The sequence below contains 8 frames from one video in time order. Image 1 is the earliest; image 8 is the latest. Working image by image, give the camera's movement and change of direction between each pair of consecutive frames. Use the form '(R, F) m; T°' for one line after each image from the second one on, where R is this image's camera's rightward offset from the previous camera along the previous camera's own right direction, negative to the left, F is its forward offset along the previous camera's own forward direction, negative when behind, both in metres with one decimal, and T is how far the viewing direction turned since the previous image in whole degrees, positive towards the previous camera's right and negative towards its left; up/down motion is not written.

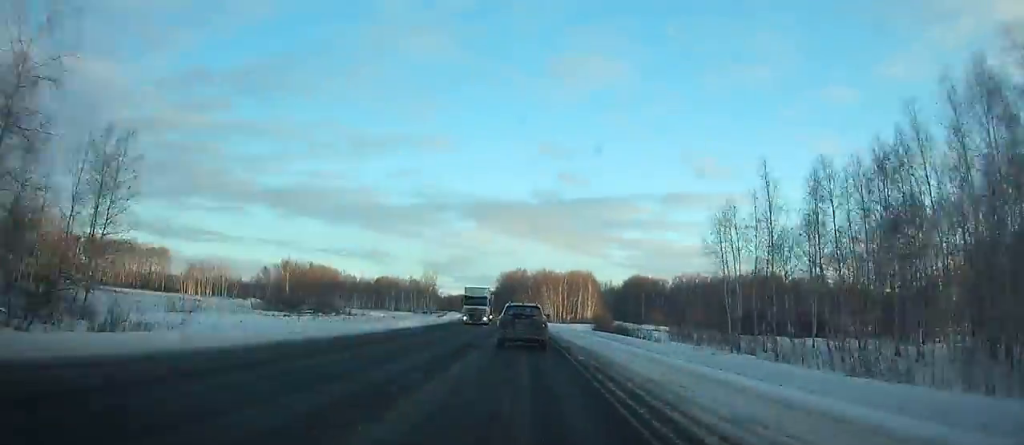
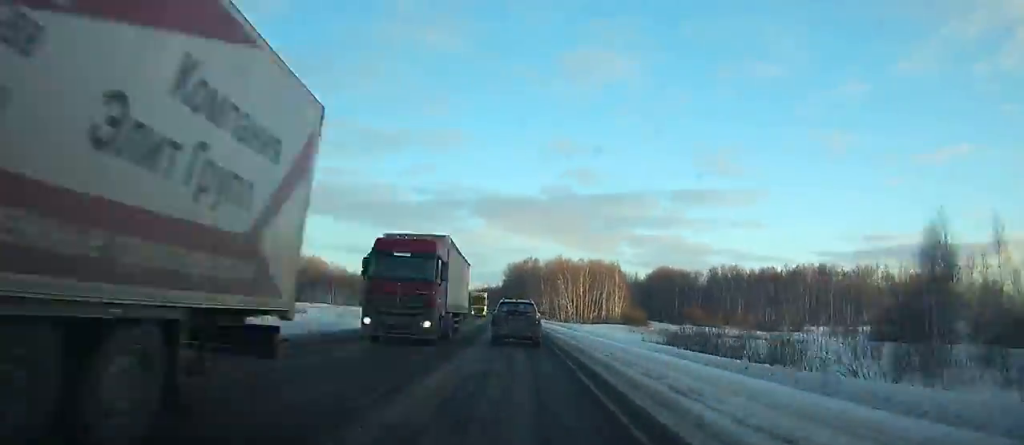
(-0.3, +38.0) m; -1°
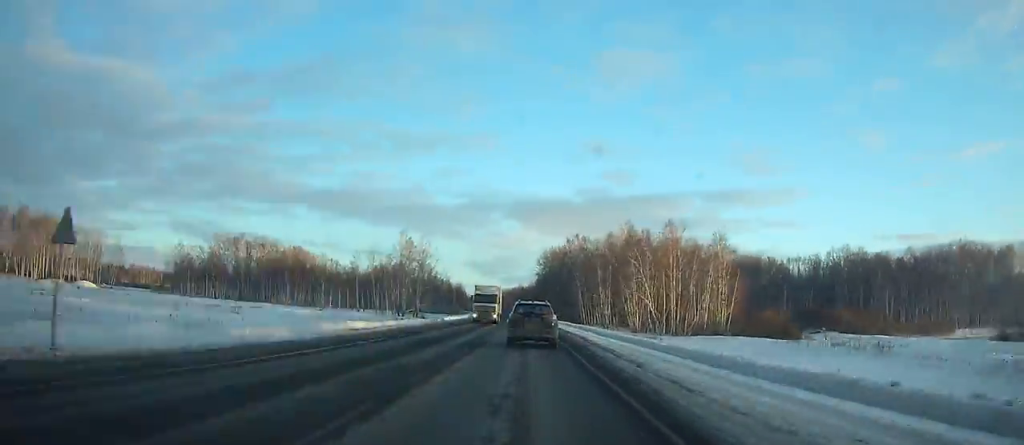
(-1.6, +62.3) m; -2°
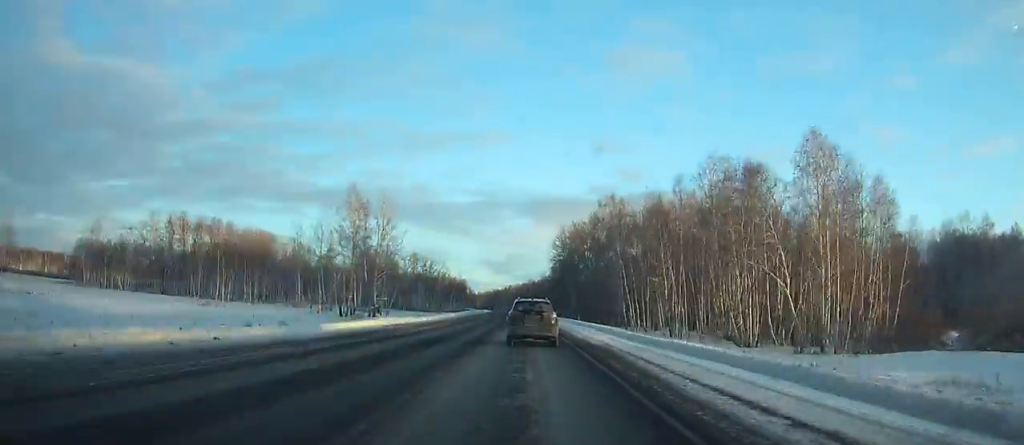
(-0.4, +43.3) m; -1°
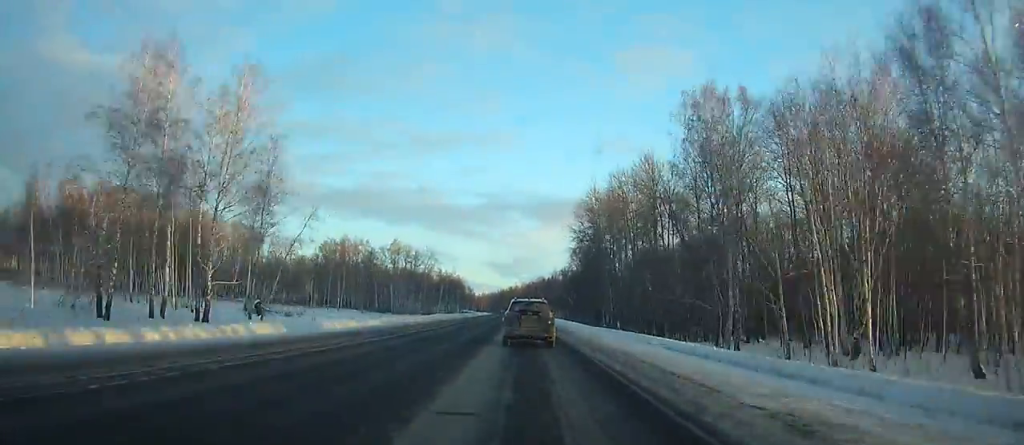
(-0.9, +45.8) m; -1°
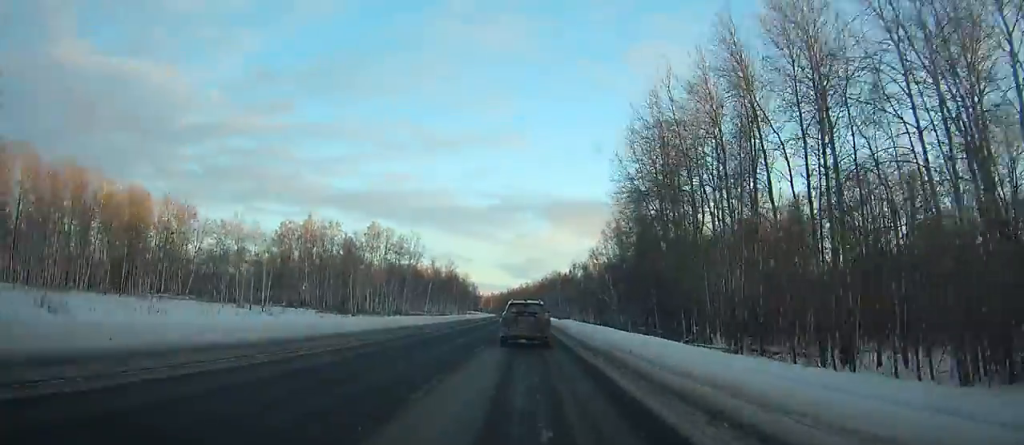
(-0.4, +40.2) m; -1°
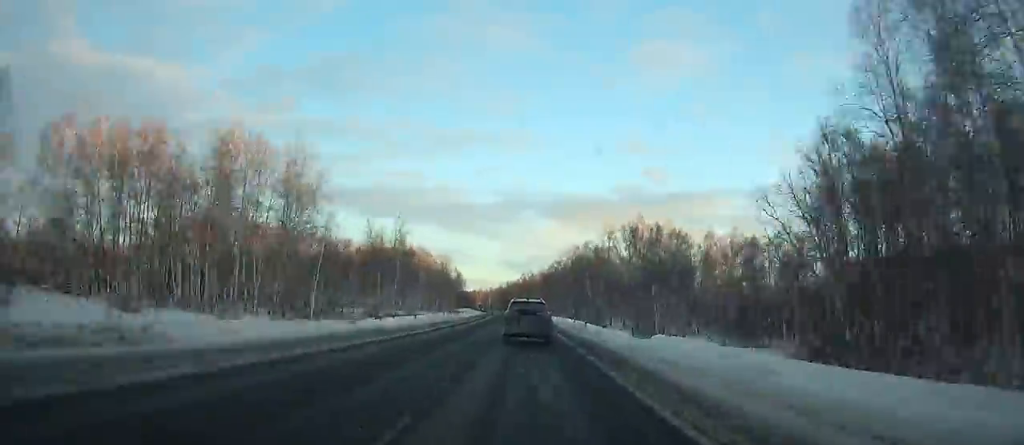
(-0.9, +77.0) m; -1°
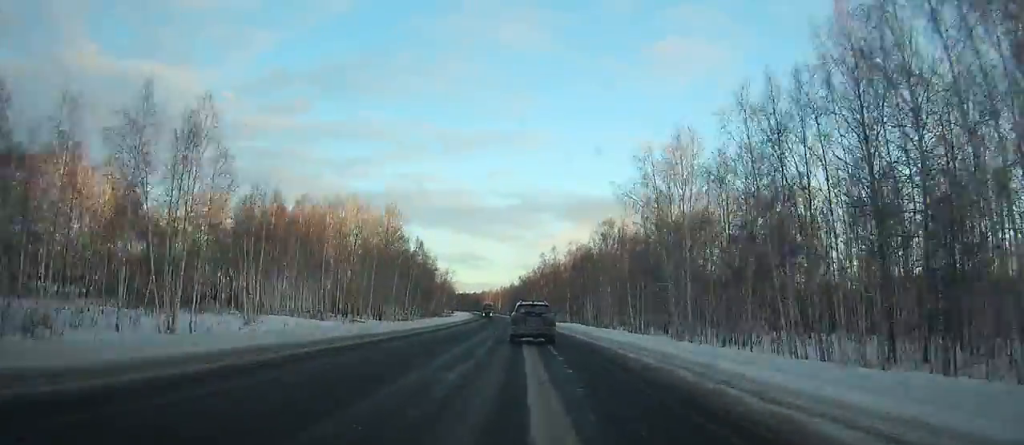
(-0.7, +88.9) m; -1°
